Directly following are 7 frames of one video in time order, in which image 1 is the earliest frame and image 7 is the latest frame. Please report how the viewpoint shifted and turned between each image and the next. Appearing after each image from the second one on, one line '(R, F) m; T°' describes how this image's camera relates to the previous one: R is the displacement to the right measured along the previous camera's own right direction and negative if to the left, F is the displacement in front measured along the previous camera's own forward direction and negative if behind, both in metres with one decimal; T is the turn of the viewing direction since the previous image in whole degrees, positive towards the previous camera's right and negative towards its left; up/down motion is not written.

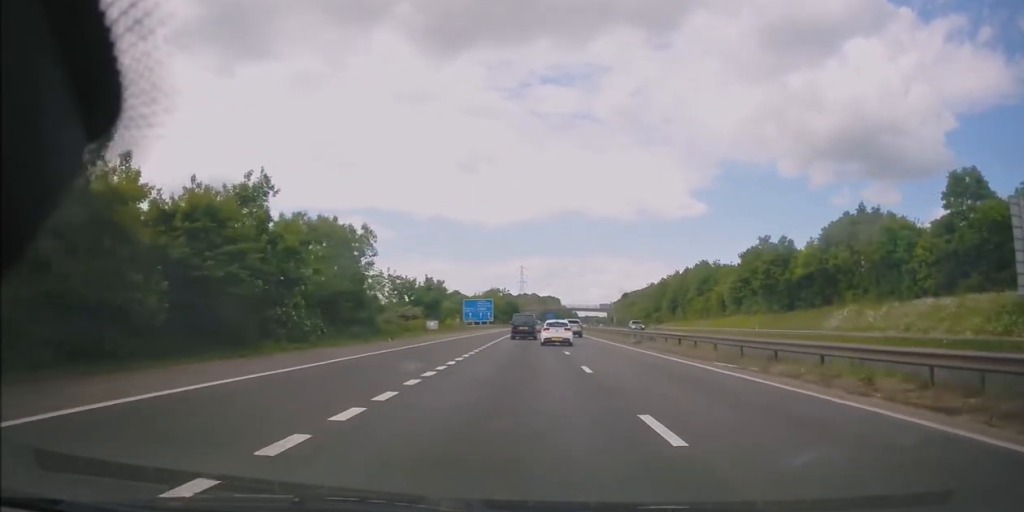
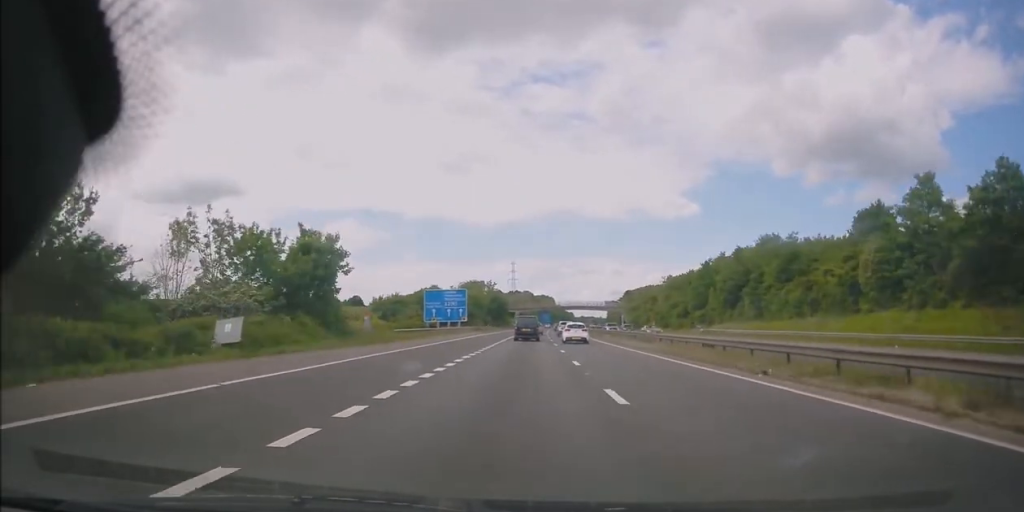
(0.0, +43.0) m; 0°
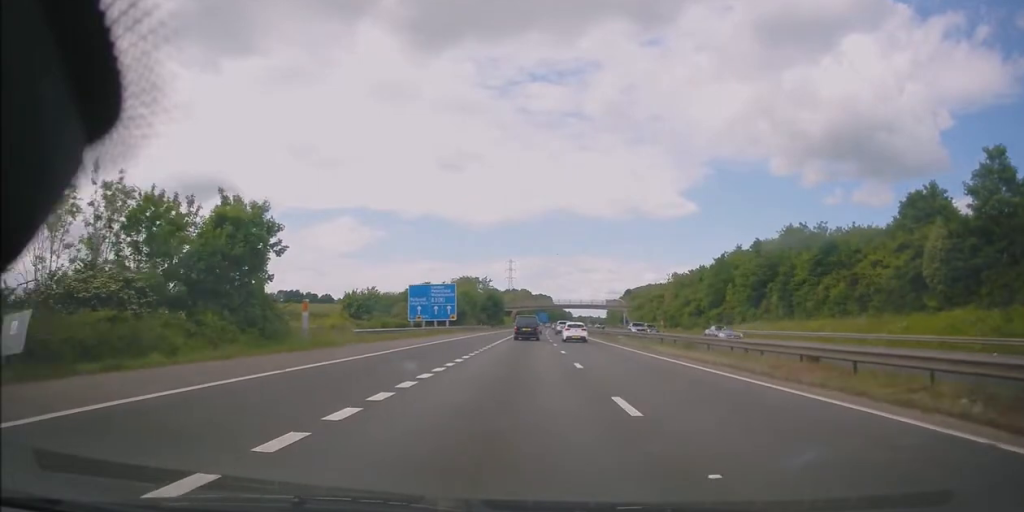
(-0.1, +10.6) m; 0°
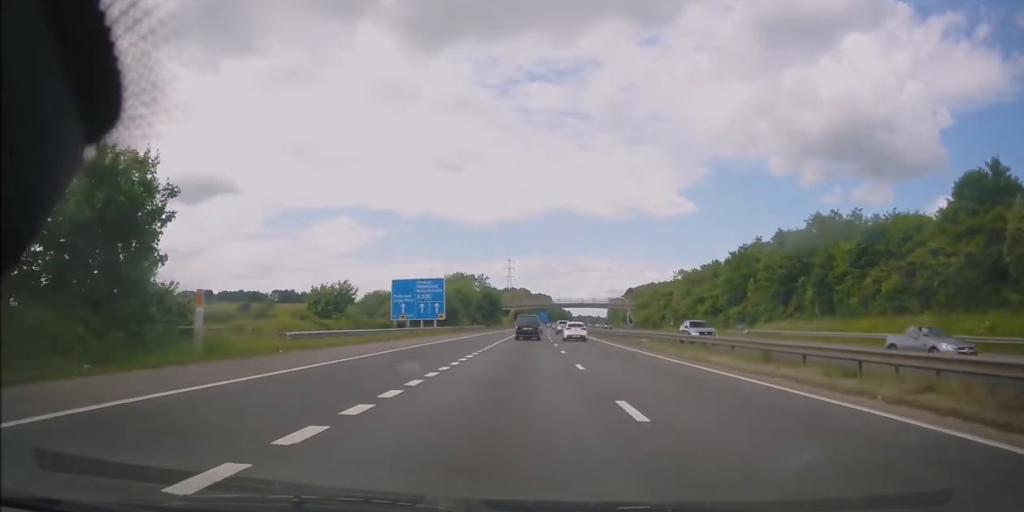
(-0.1, +9.8) m; 0°
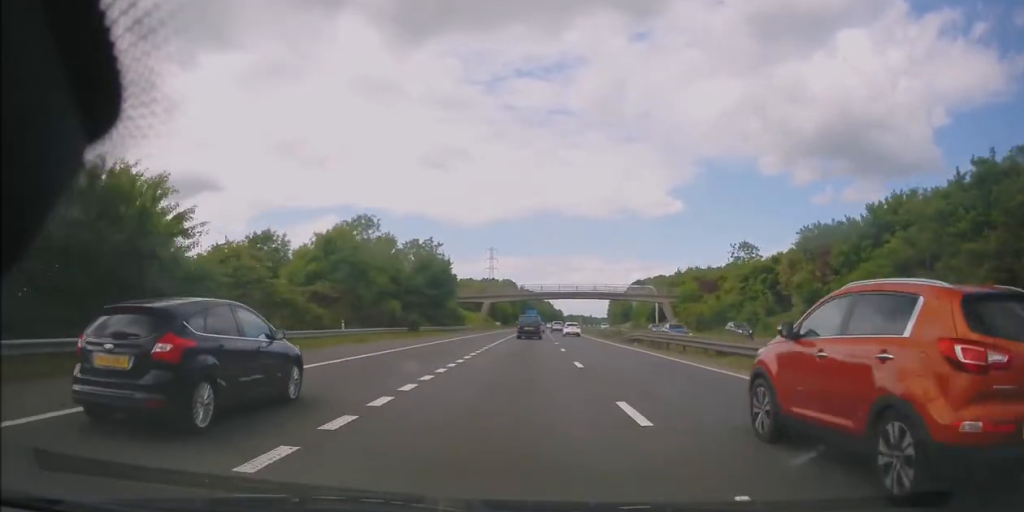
(+1.2, +65.3) m; +2°
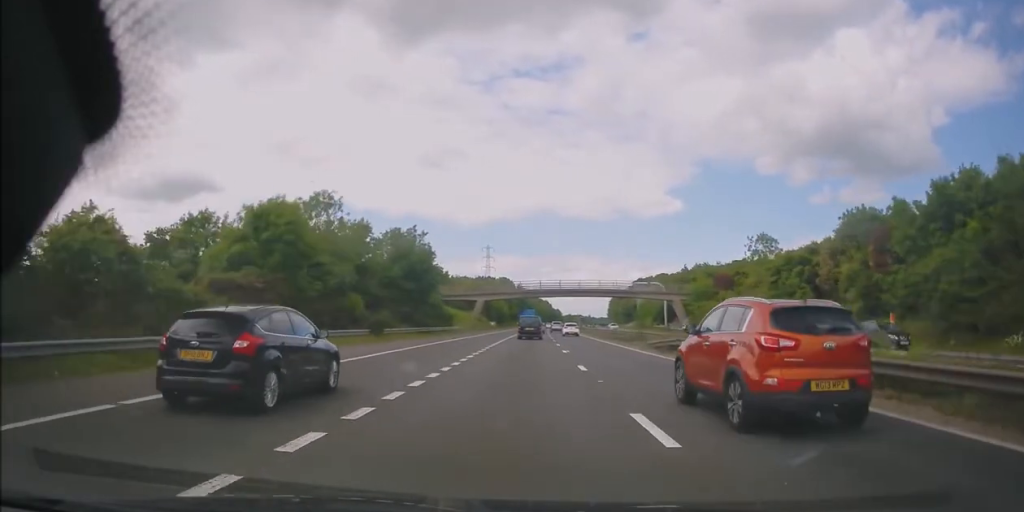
(0.0, +11.4) m; 0°
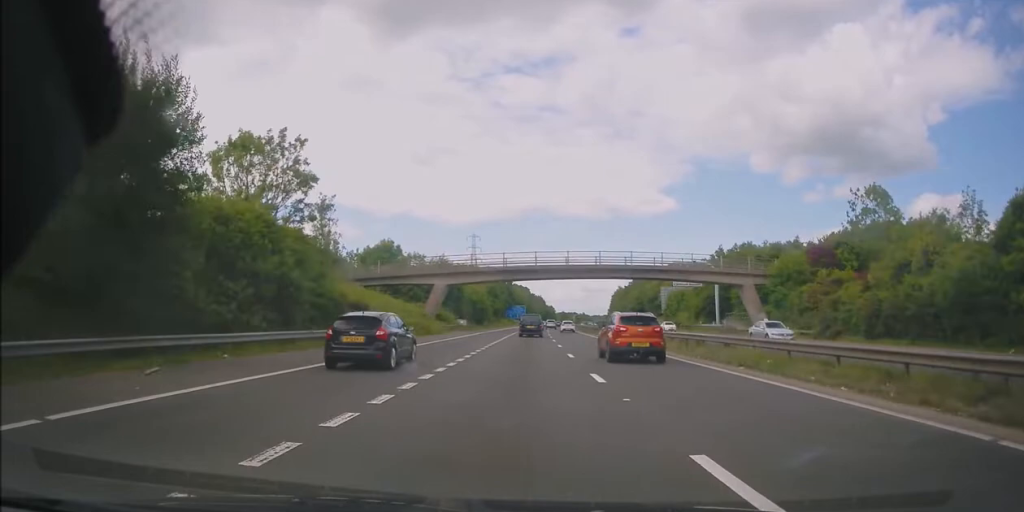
(+0.2, +41.6) m; 0°
